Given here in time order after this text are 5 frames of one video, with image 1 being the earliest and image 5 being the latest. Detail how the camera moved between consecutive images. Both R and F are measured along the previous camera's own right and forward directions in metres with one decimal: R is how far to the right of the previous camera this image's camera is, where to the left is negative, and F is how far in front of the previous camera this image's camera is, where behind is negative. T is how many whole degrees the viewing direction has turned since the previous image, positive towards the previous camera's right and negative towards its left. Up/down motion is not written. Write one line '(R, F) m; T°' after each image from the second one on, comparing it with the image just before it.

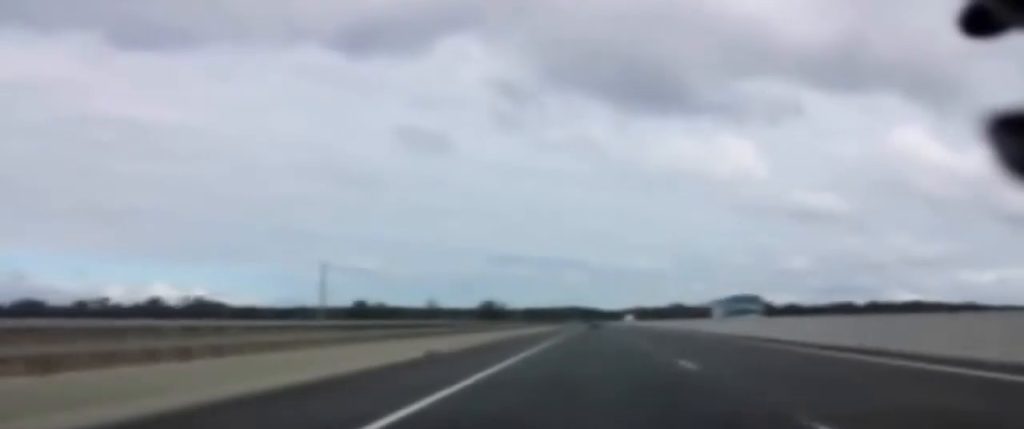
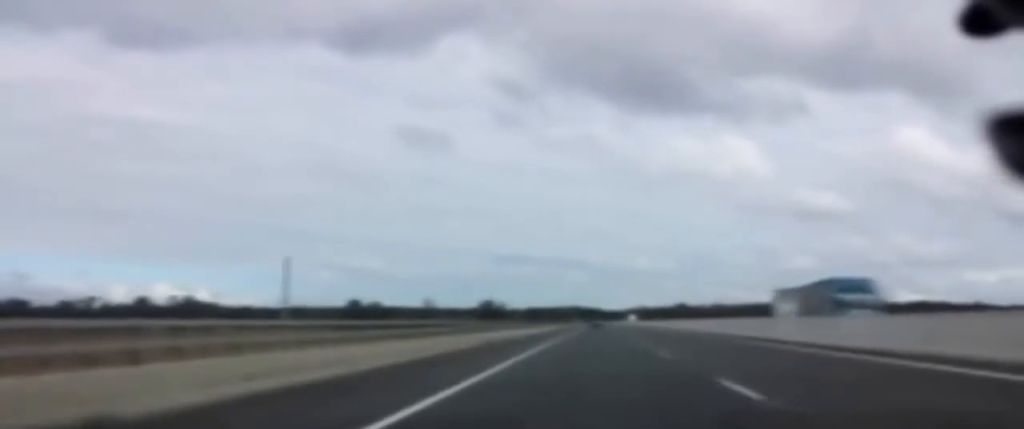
(+0.1, +18.4) m; 0°
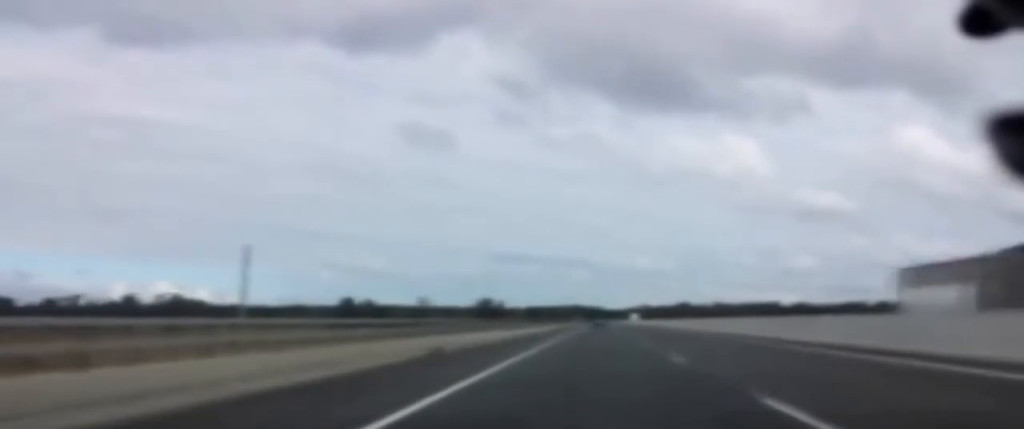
(-0.1, +15.3) m; 0°
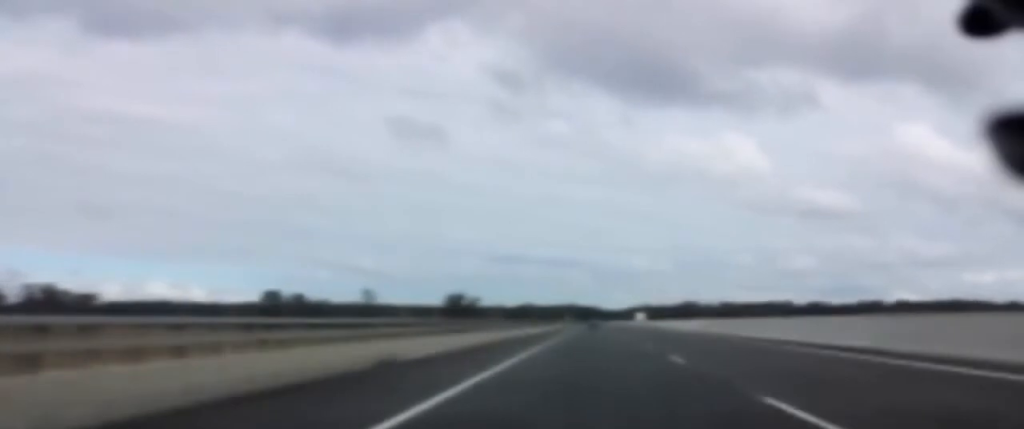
(+0.7, +108.4) m; 0°
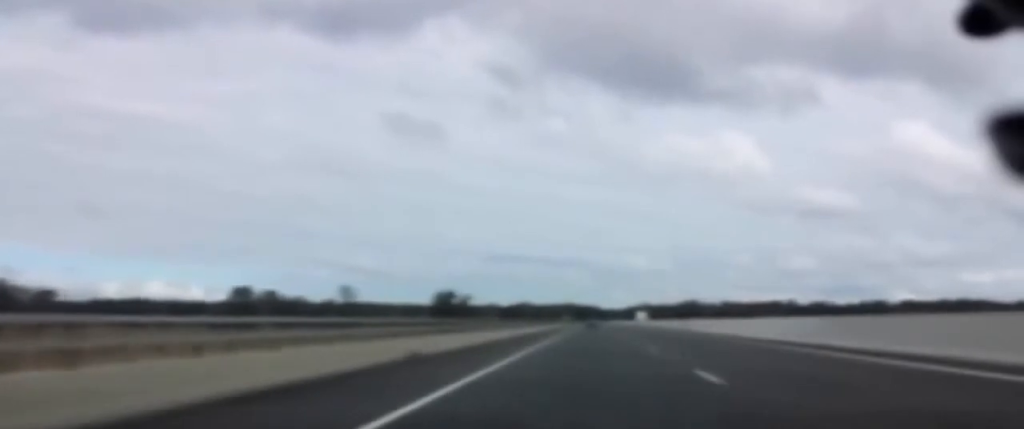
(-0.2, +30.4) m; +1°
